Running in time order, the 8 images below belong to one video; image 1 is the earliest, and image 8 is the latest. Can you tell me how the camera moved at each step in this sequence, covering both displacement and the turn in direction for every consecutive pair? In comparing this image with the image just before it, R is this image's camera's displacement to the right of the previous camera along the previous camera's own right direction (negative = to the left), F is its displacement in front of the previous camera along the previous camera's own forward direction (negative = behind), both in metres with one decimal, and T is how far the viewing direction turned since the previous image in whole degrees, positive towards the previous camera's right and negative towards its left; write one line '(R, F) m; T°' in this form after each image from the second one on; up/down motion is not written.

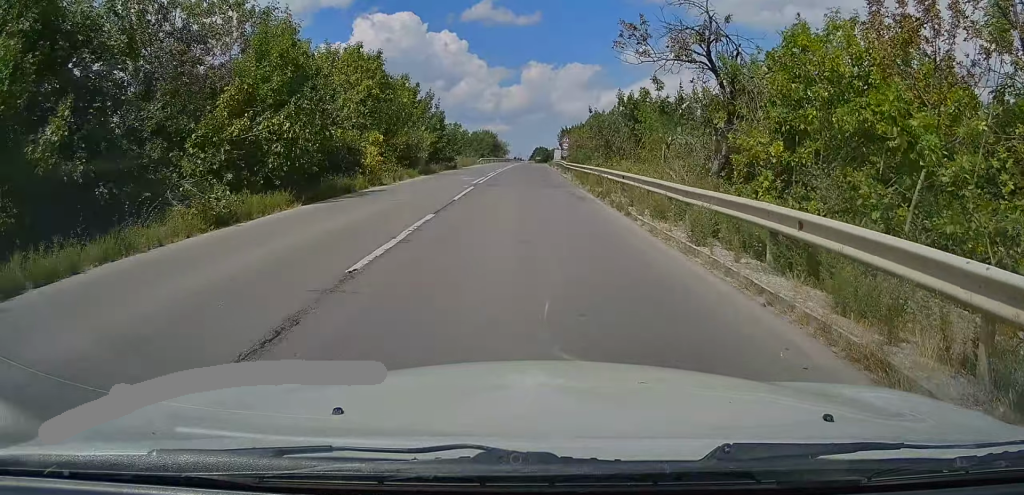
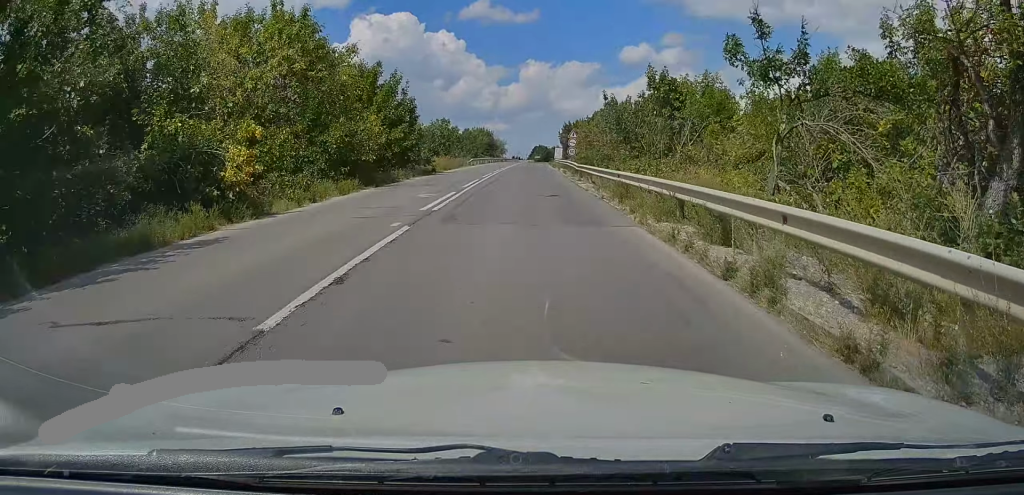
(0.0, +12.2) m; 0°
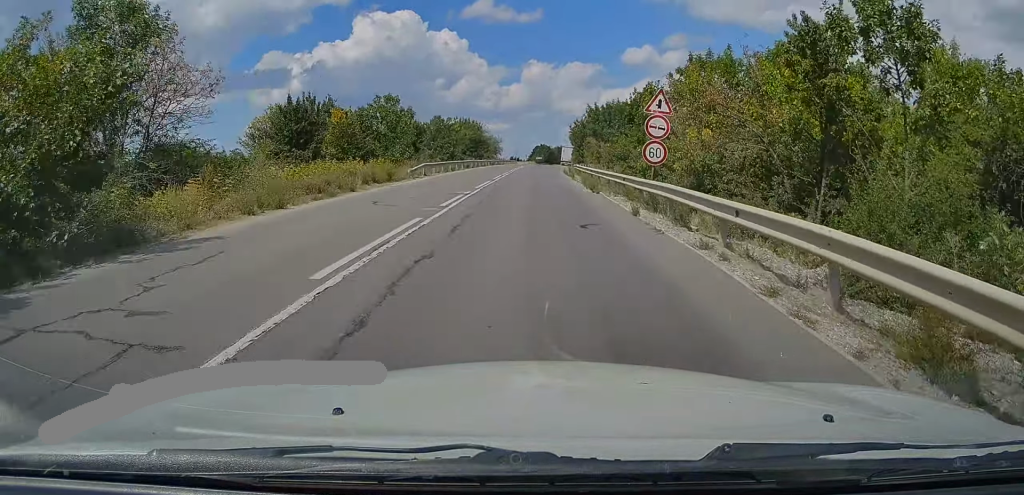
(-0.1, +34.9) m; 0°
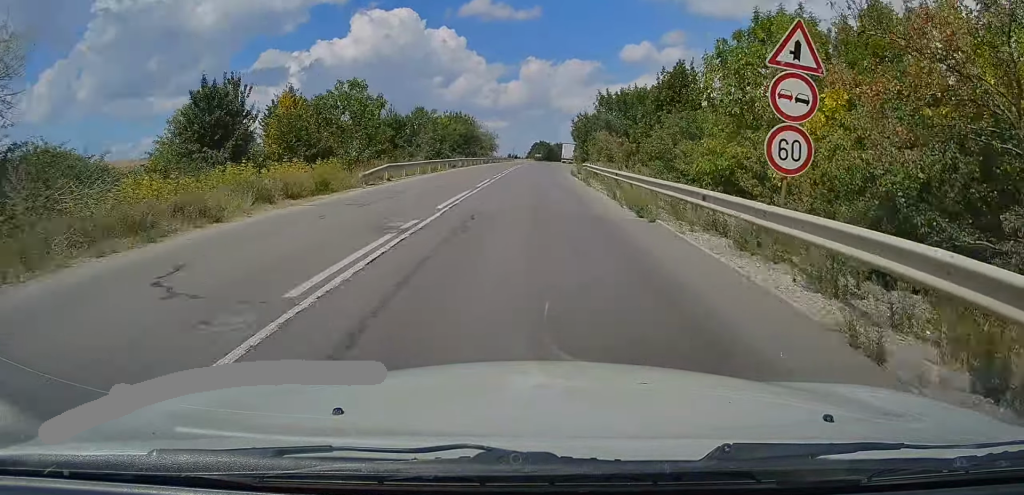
(0.0, +10.0) m; 0°
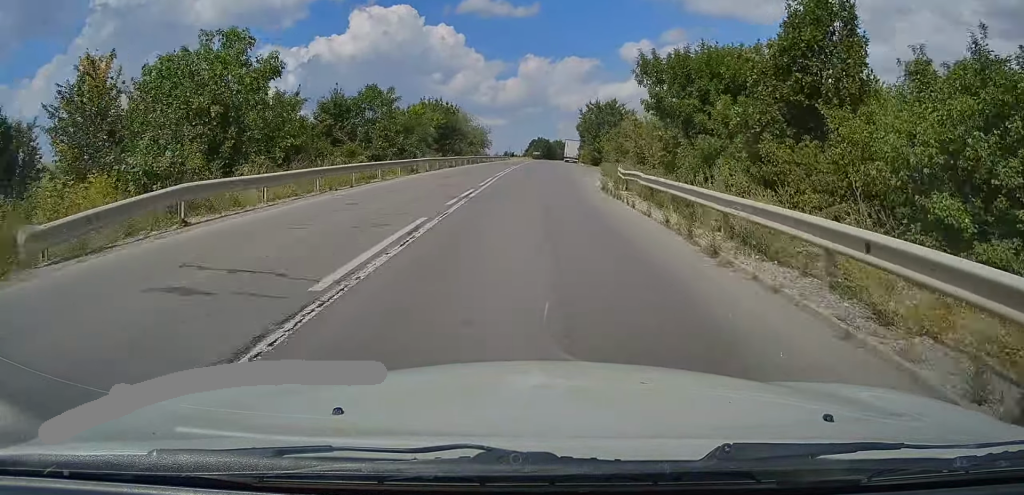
(+0.1, +18.2) m; 0°
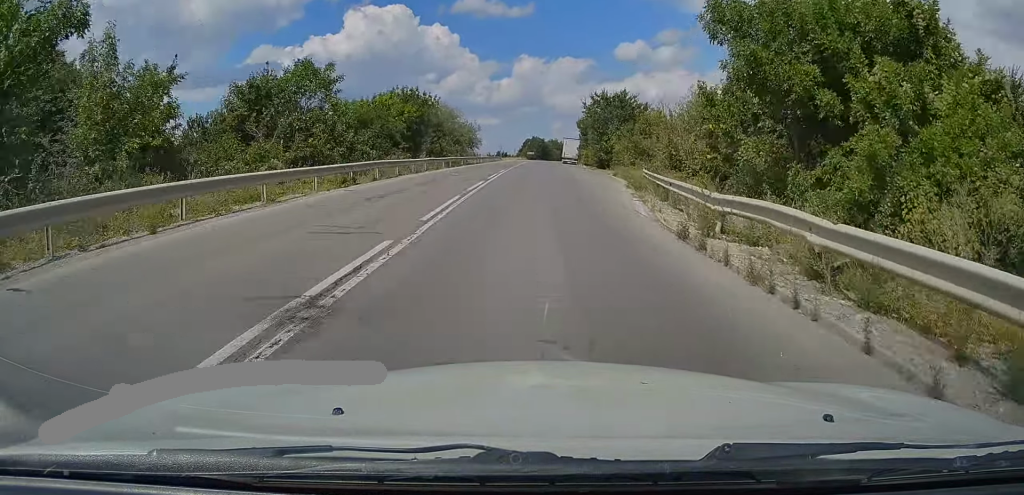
(0.0, +12.3) m; 0°
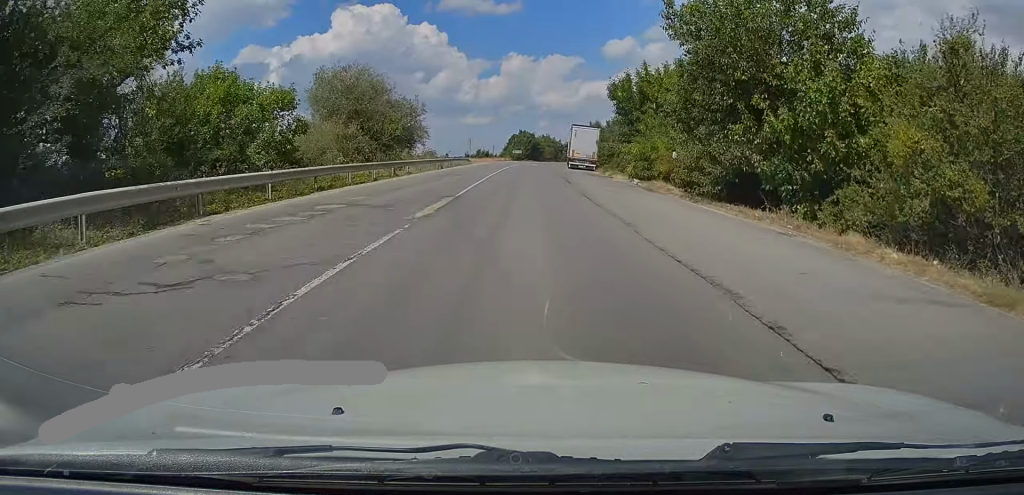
(+0.2, +43.8) m; +1°
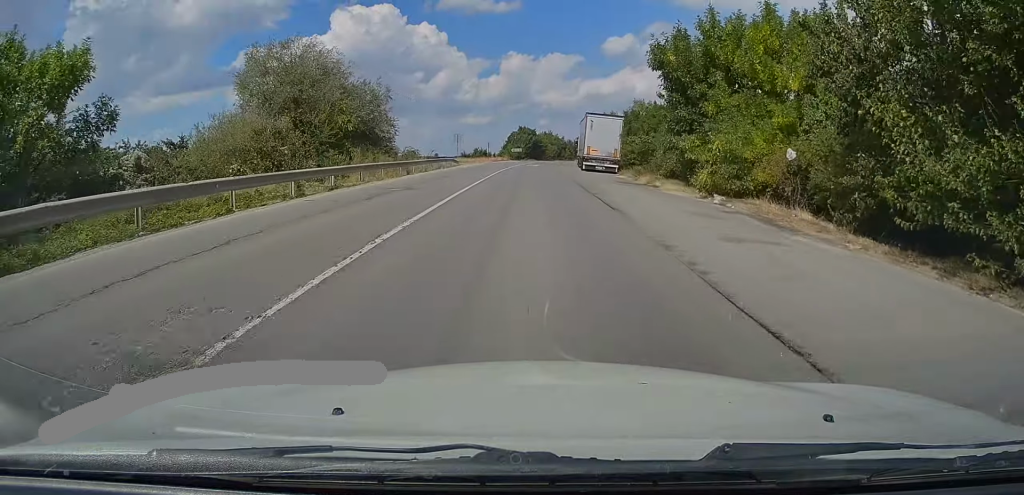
(0.0, +14.3) m; +1°
